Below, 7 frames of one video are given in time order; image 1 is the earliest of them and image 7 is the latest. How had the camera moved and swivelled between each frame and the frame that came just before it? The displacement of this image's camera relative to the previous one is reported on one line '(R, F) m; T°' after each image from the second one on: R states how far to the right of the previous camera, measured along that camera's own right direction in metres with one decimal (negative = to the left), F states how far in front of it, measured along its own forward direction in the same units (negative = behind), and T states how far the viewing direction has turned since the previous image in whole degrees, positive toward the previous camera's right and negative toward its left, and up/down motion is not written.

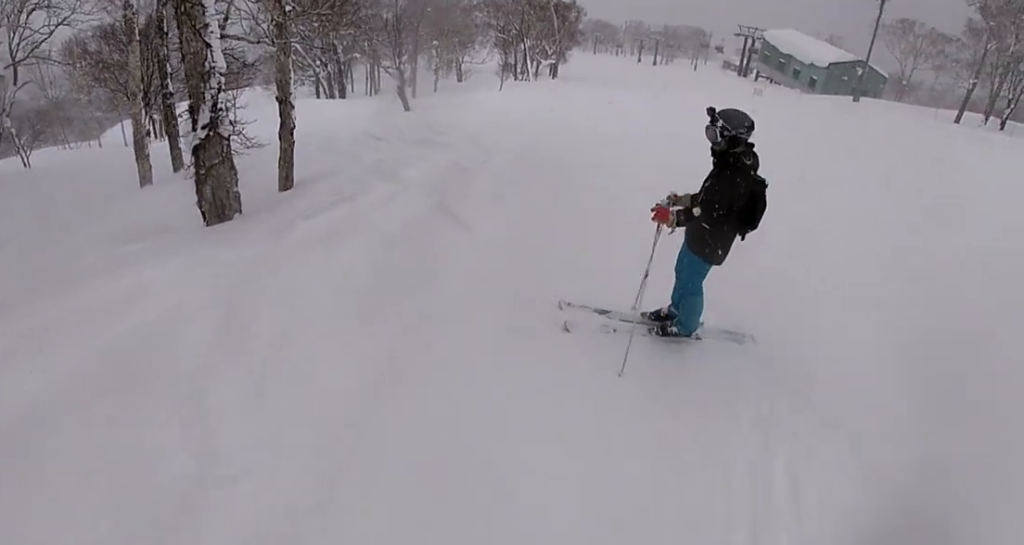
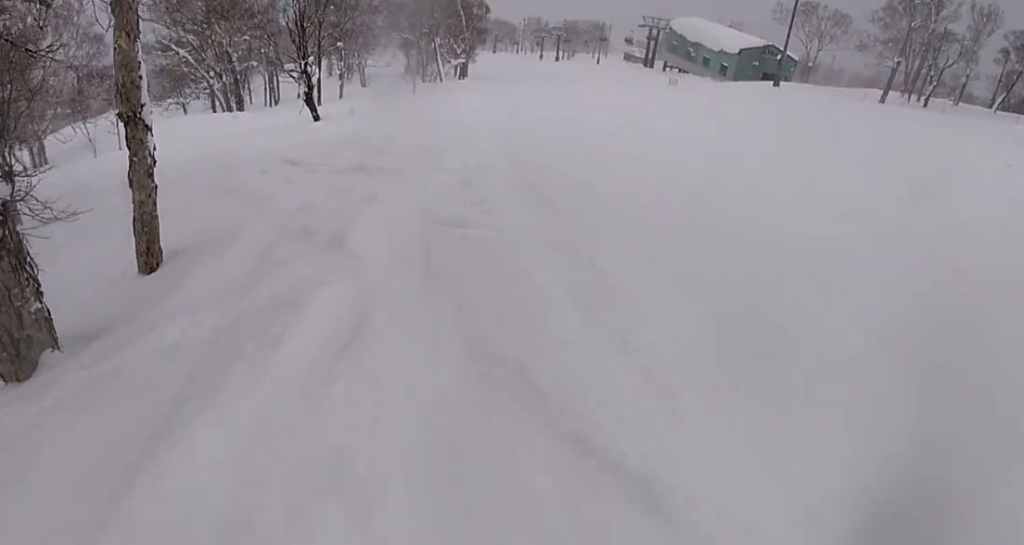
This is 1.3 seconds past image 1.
(+1.1, +4.8) m; +6°
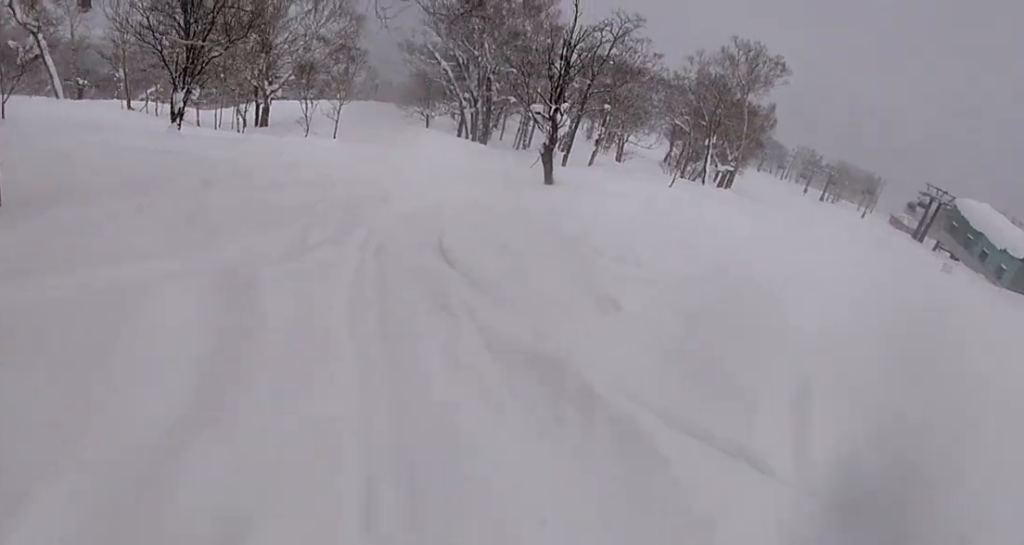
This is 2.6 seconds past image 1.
(-1.3, +6.1) m; -22°
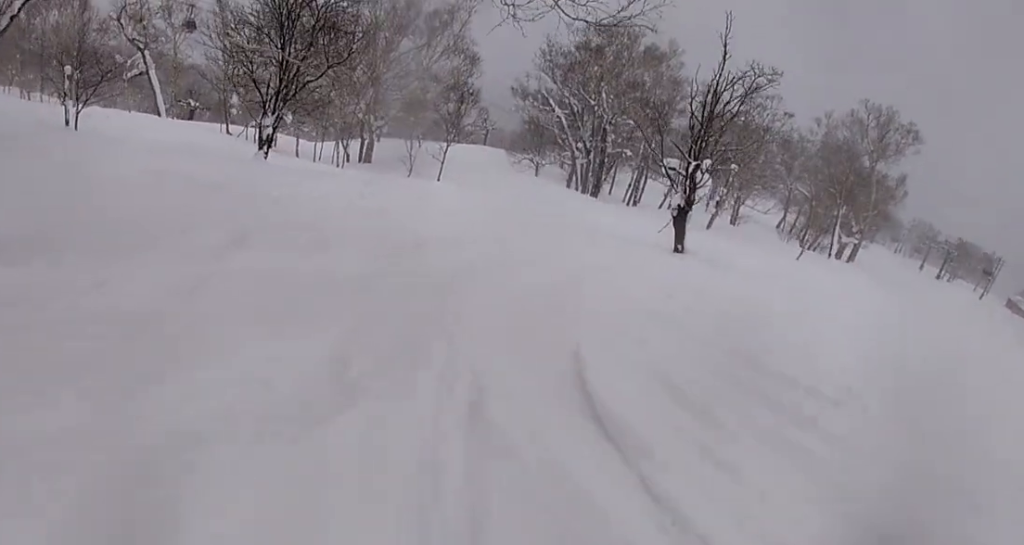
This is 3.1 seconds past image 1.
(-0.3, +3.1) m; -4°
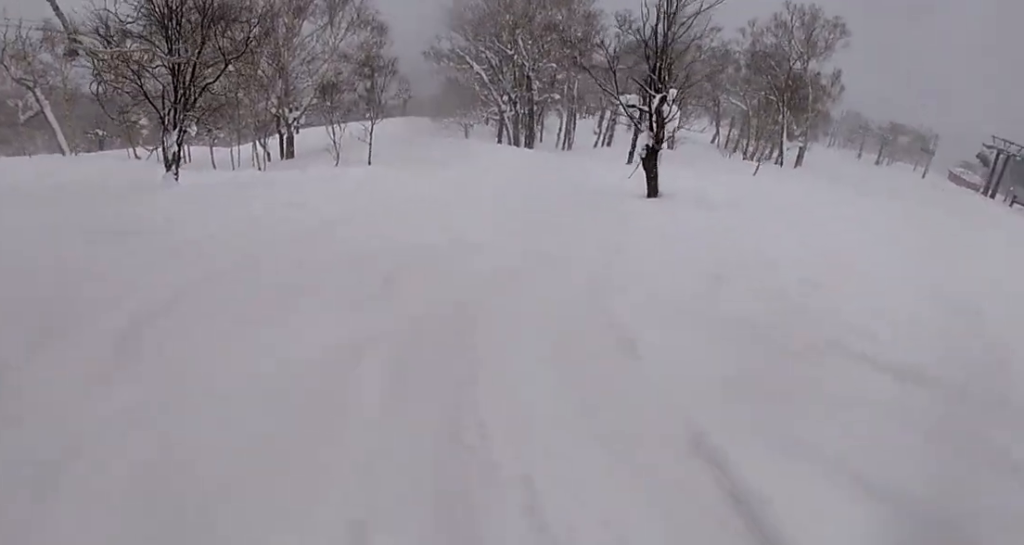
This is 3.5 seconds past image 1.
(-0.1, +2.6) m; +4°
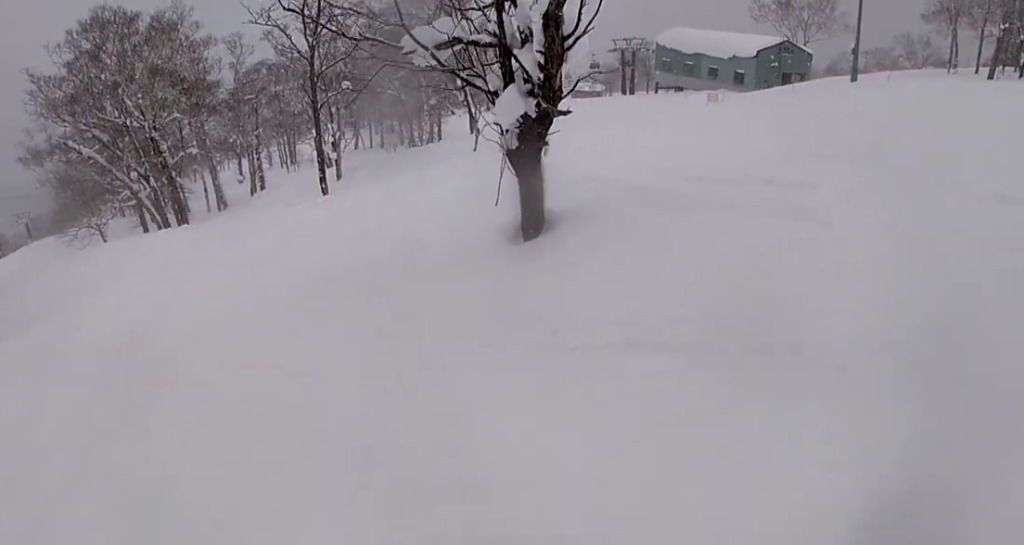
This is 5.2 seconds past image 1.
(+2.2, +10.5) m; +26°
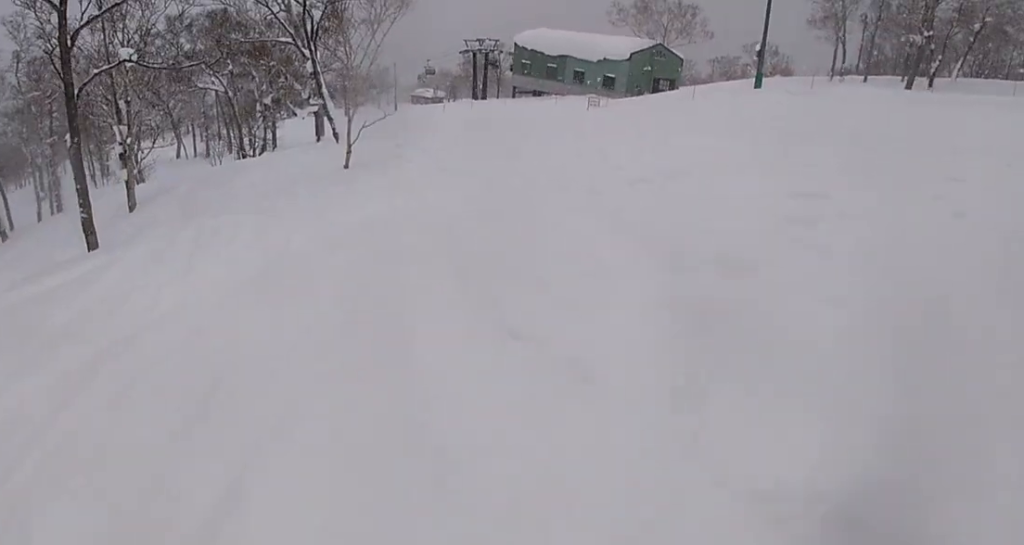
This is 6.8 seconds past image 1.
(+2.3, +10.7) m; +11°
